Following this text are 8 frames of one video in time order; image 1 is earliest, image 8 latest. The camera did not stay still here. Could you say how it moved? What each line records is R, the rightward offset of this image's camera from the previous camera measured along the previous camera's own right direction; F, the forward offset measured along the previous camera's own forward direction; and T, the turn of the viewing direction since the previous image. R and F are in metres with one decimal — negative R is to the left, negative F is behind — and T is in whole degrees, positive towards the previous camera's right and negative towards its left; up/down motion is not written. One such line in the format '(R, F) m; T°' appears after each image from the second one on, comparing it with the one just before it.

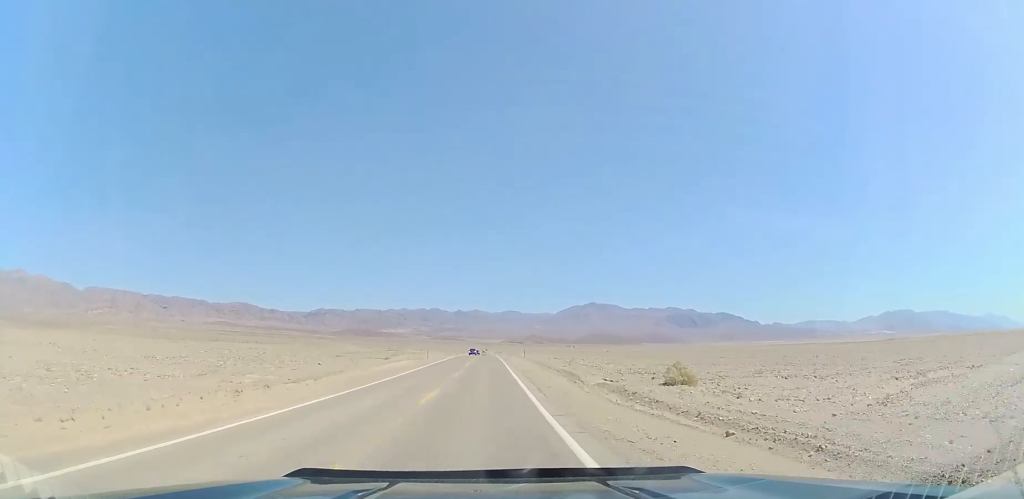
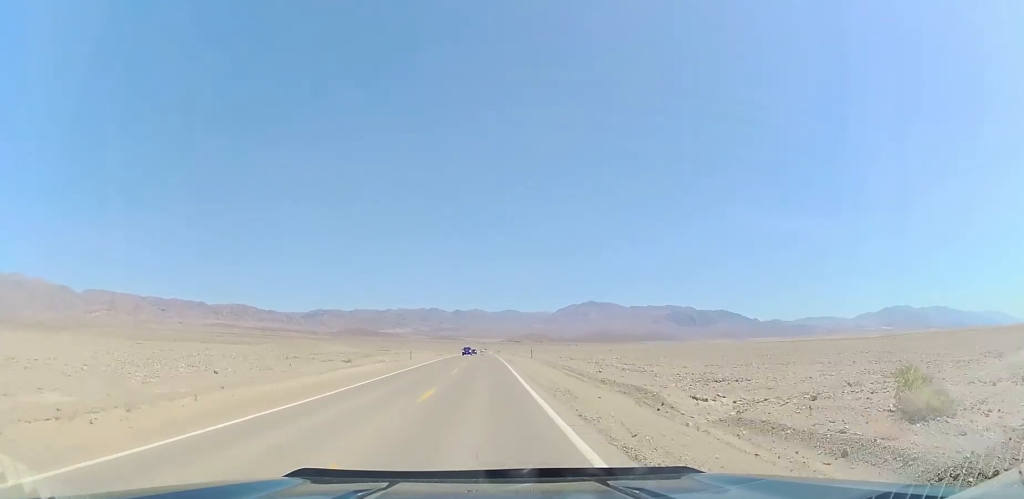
(-0.2, +15.4) m; 0°
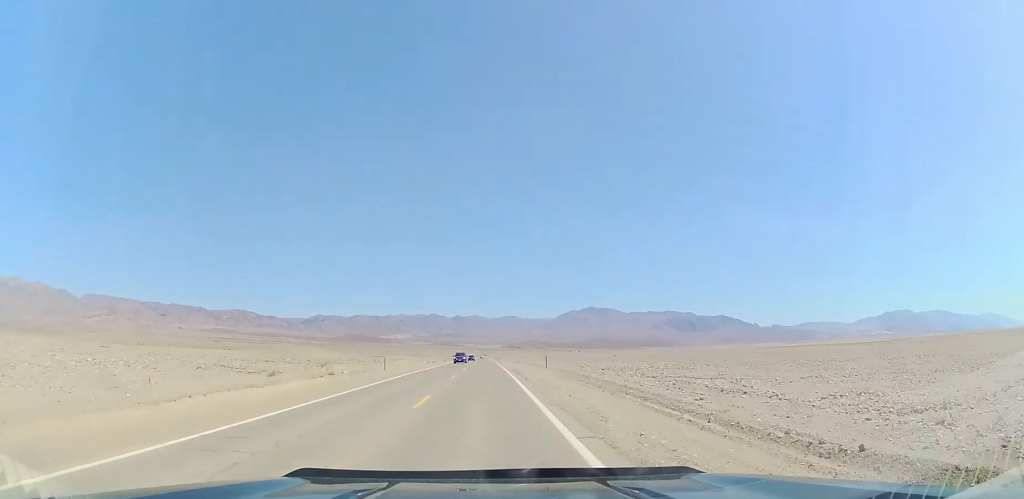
(+0.3, +15.5) m; +1°
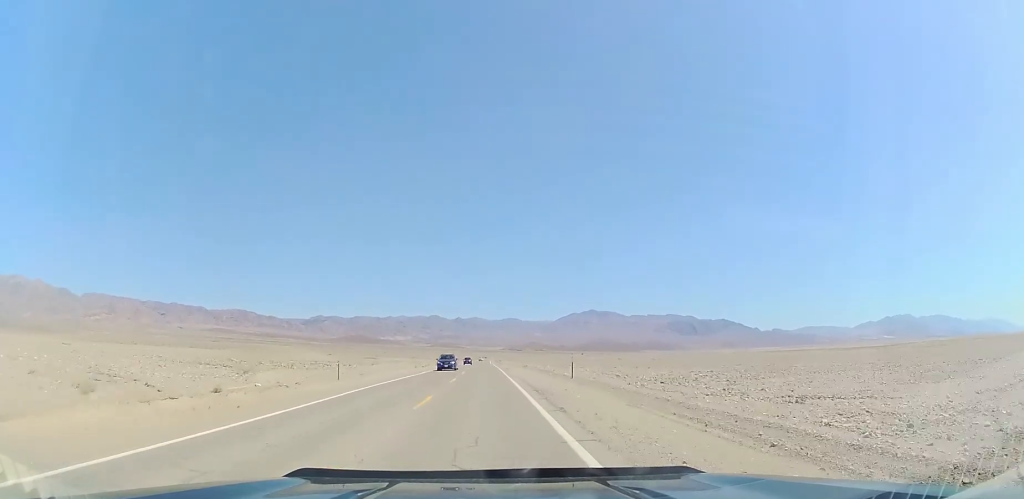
(+0.1, +14.4) m; +1°
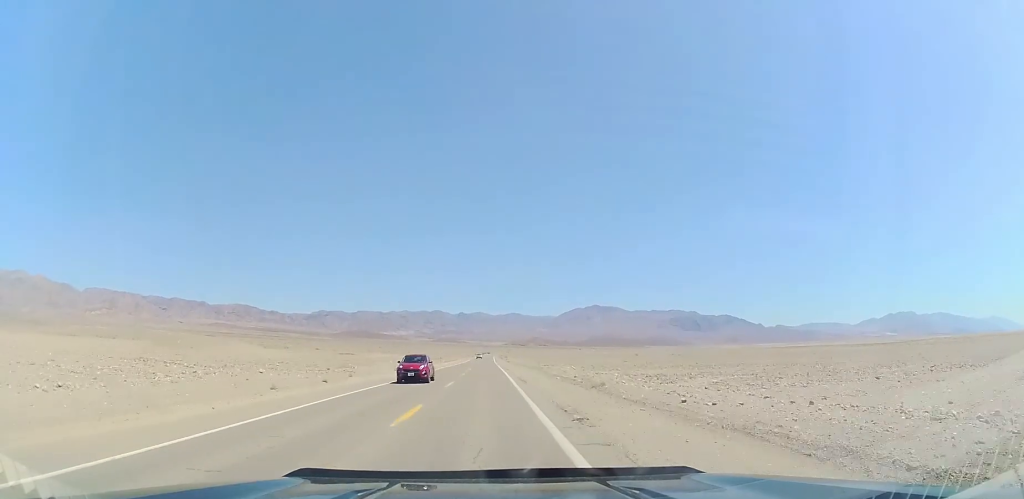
(+0.1, +47.6) m; 0°
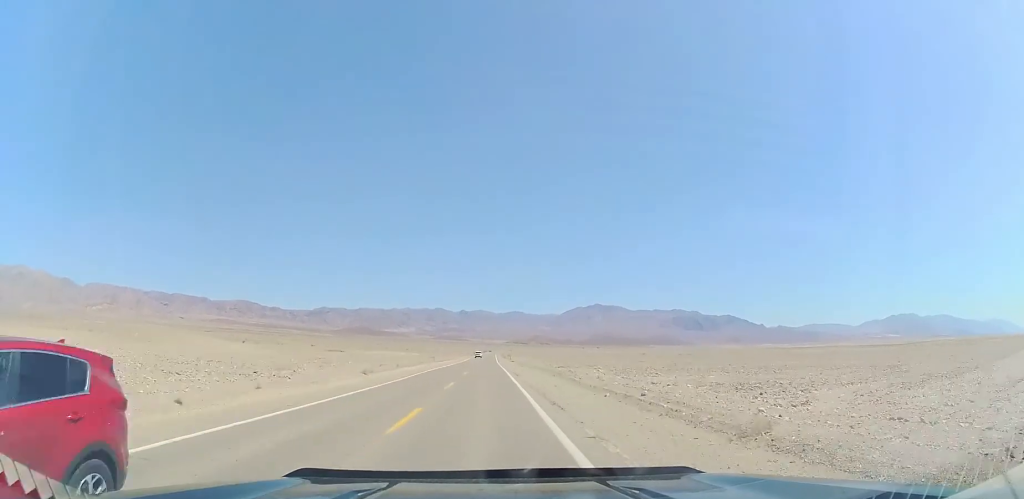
(+0.1, +15.6) m; -1°
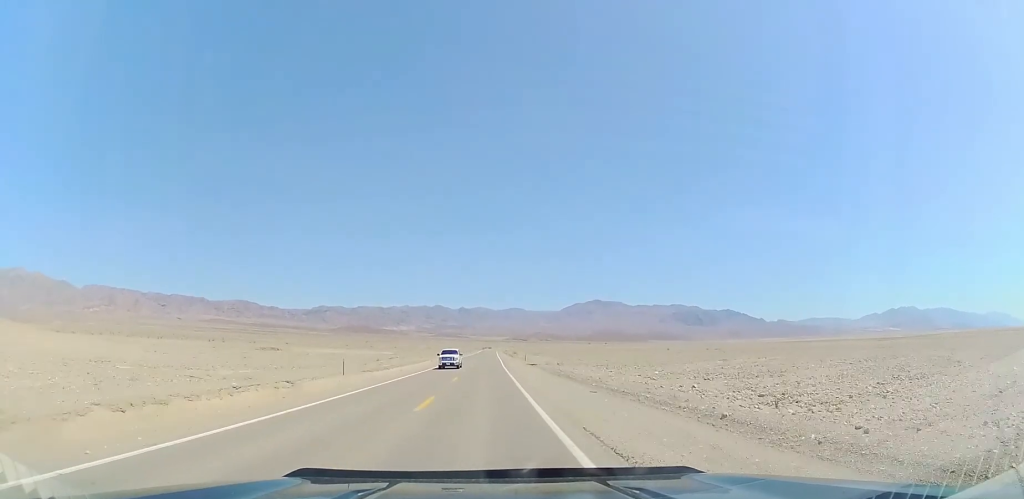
(-0.8, +54.9) m; -1°
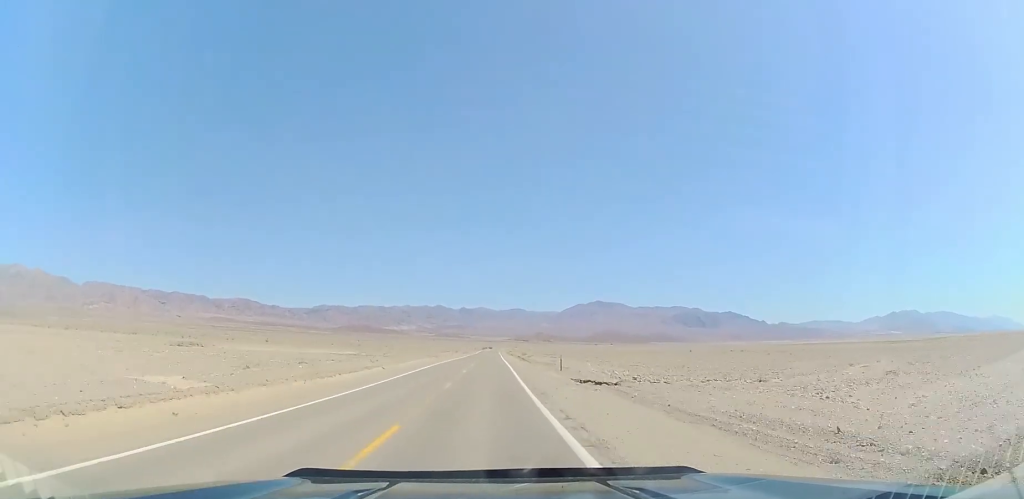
(+0.1, +37.4) m; 0°
